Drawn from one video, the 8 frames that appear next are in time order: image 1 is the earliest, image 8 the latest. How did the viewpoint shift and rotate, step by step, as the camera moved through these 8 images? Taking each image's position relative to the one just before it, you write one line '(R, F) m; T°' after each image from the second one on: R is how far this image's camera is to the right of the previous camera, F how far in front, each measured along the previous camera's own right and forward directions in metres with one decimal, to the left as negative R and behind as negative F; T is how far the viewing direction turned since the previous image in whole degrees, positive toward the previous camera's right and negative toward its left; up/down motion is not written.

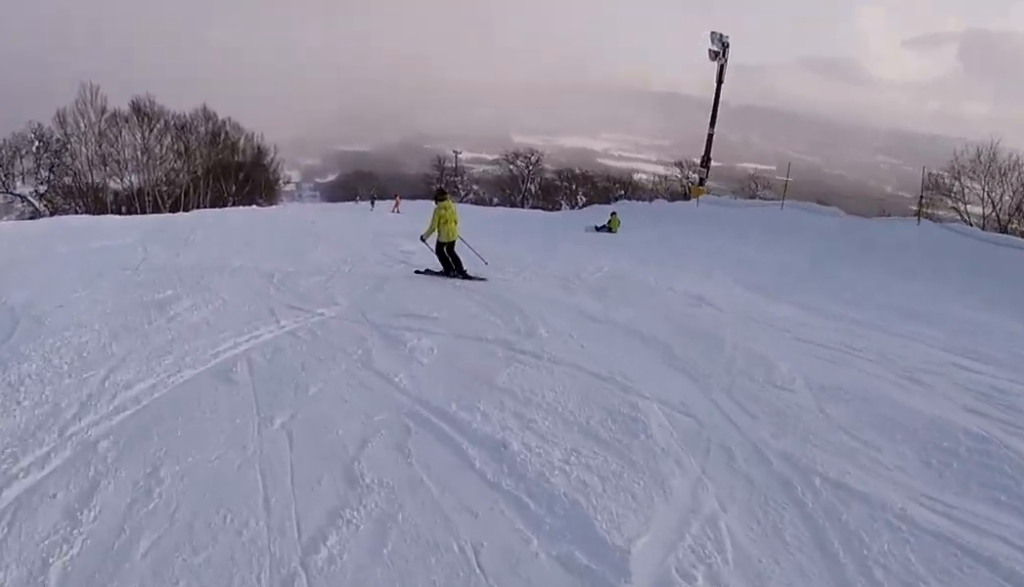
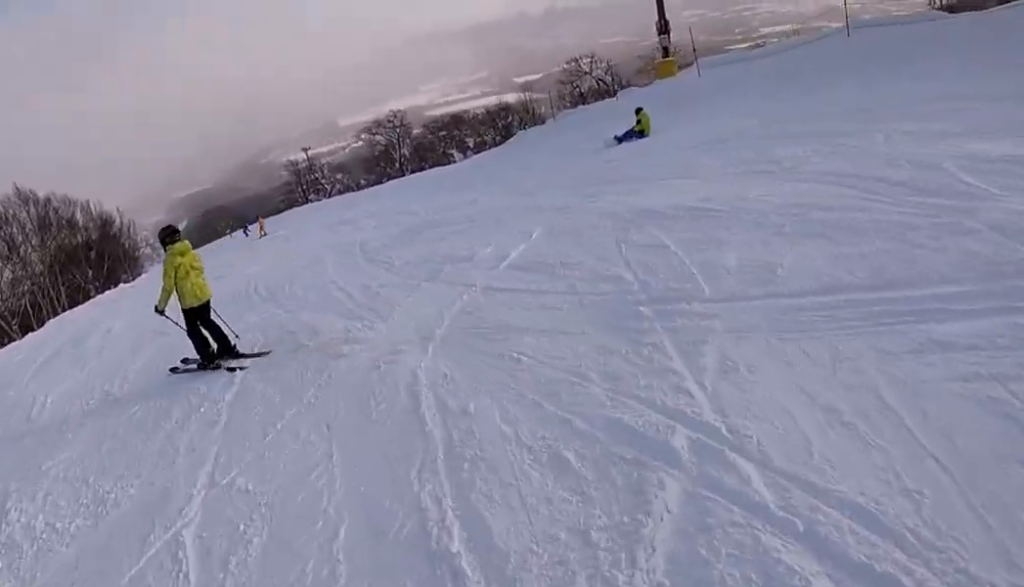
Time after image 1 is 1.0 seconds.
(+1.0, +9.3) m; +10°
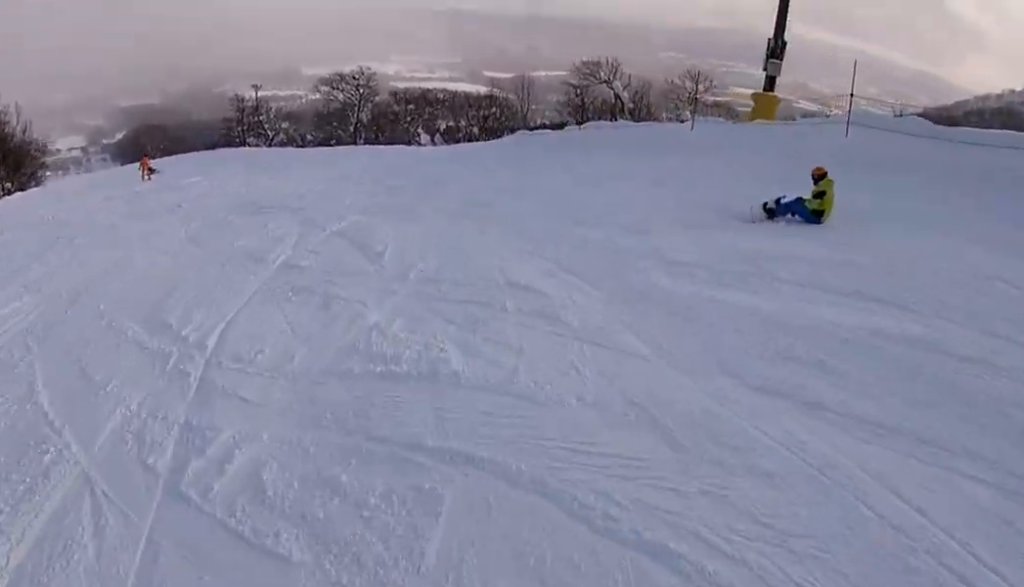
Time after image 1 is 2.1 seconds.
(+0.6, +9.6) m; +3°
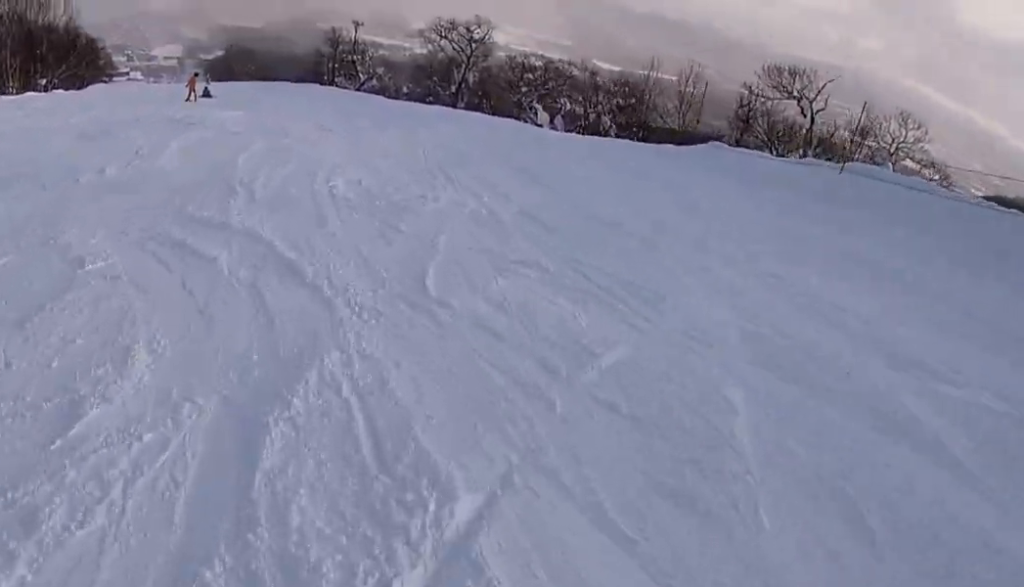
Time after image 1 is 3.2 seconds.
(-0.1, +9.6) m; -4°
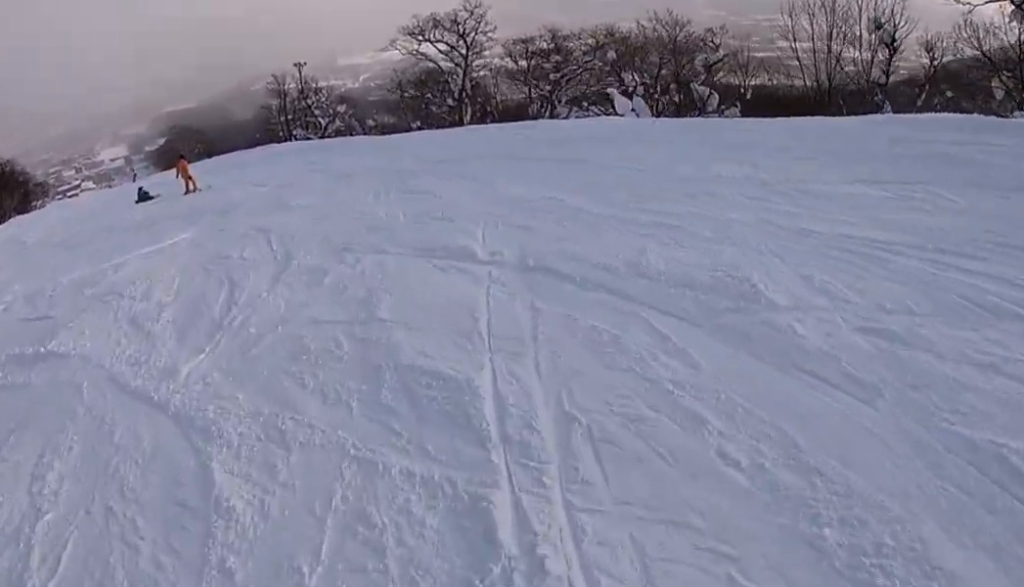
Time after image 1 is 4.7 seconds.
(+0.2, +13.6) m; +9°
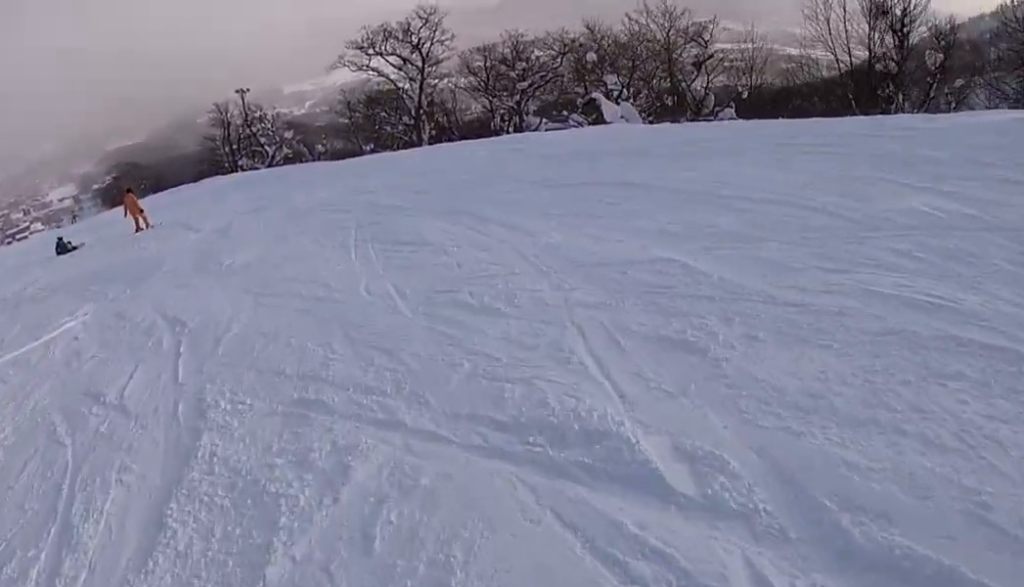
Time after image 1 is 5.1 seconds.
(+0.5, +4.2) m; +4°
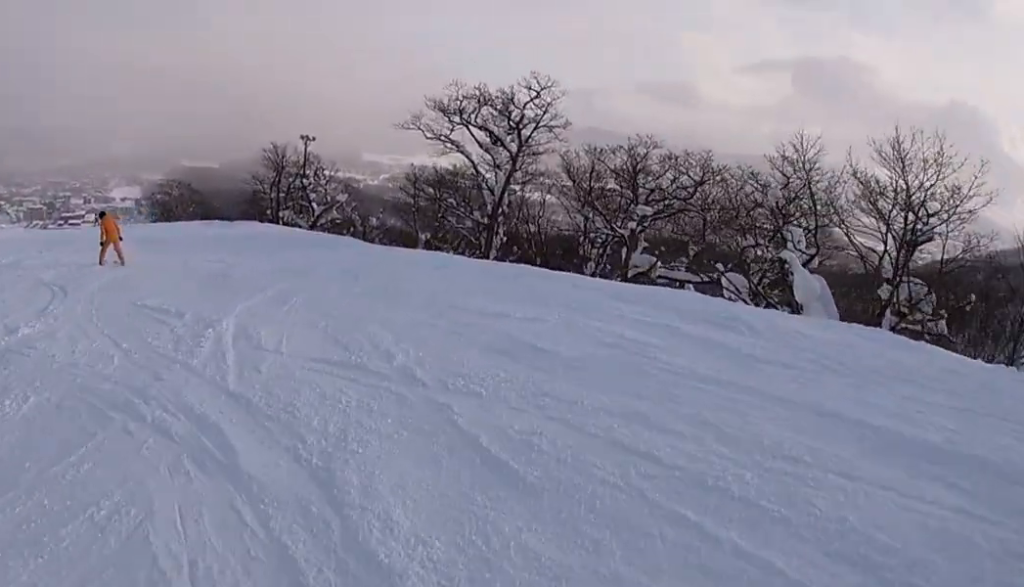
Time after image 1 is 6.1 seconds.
(+0.3, +10.2) m; -10°
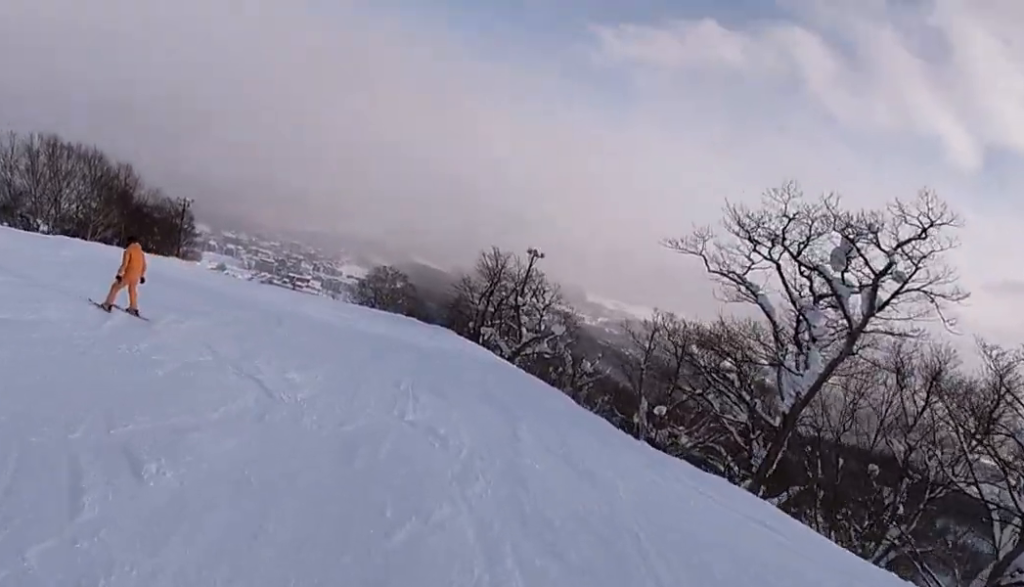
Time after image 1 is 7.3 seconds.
(-2.5, +11.2) m; -24°
